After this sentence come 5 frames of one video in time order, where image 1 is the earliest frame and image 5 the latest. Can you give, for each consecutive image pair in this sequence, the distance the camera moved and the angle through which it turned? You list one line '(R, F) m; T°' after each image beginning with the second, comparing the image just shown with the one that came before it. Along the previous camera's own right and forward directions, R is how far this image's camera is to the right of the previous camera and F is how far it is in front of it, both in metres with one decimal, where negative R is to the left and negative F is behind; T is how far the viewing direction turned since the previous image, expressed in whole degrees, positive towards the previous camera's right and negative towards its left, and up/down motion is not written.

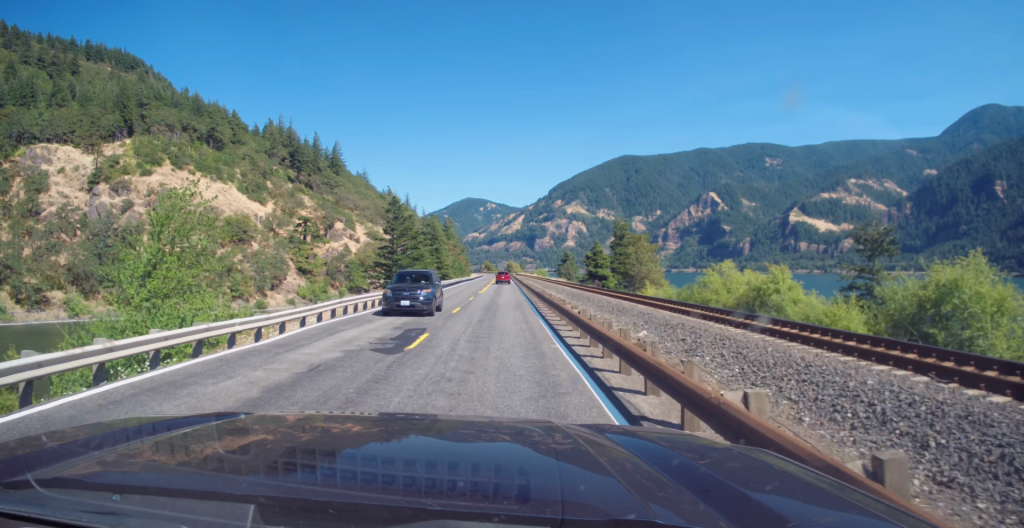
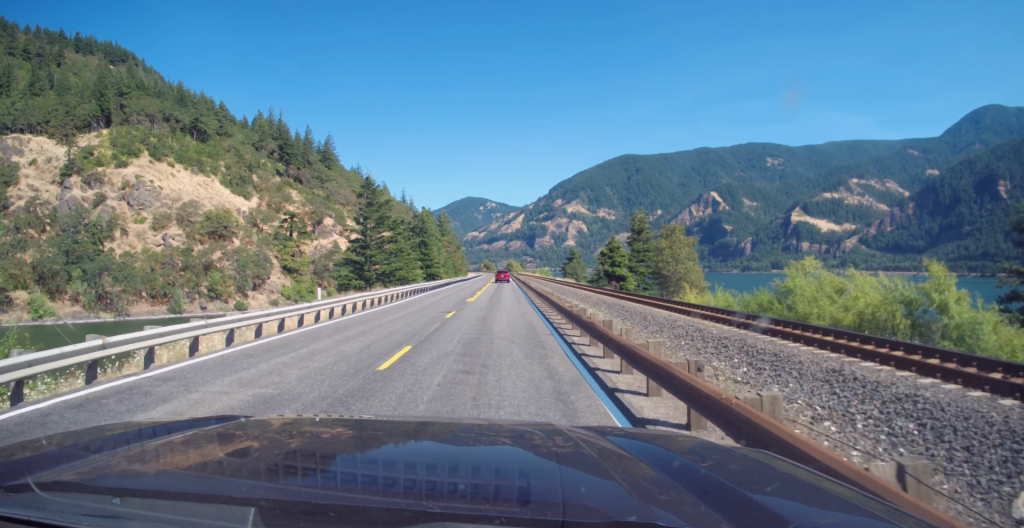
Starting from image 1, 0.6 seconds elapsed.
(-0.1, +15.3) m; 0°
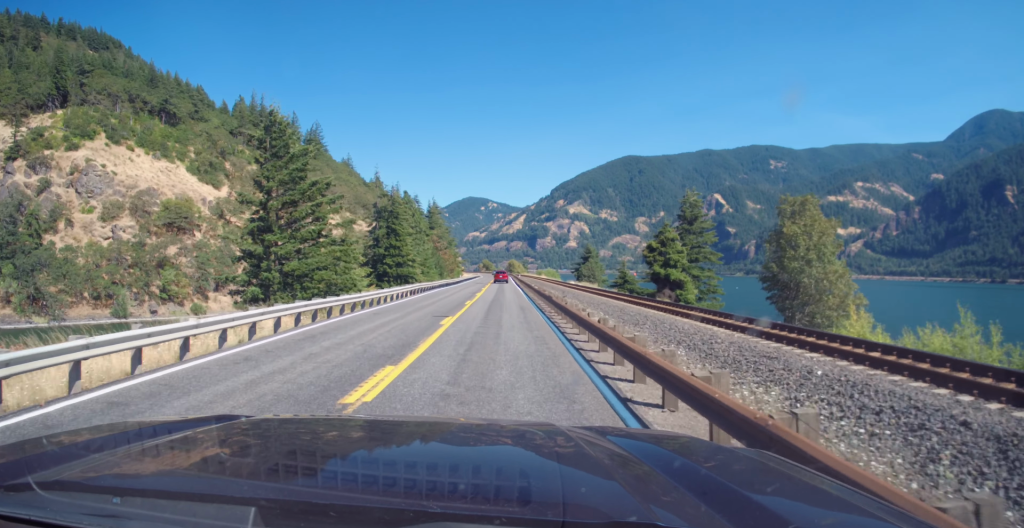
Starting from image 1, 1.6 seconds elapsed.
(-0.1, +26.9) m; 0°
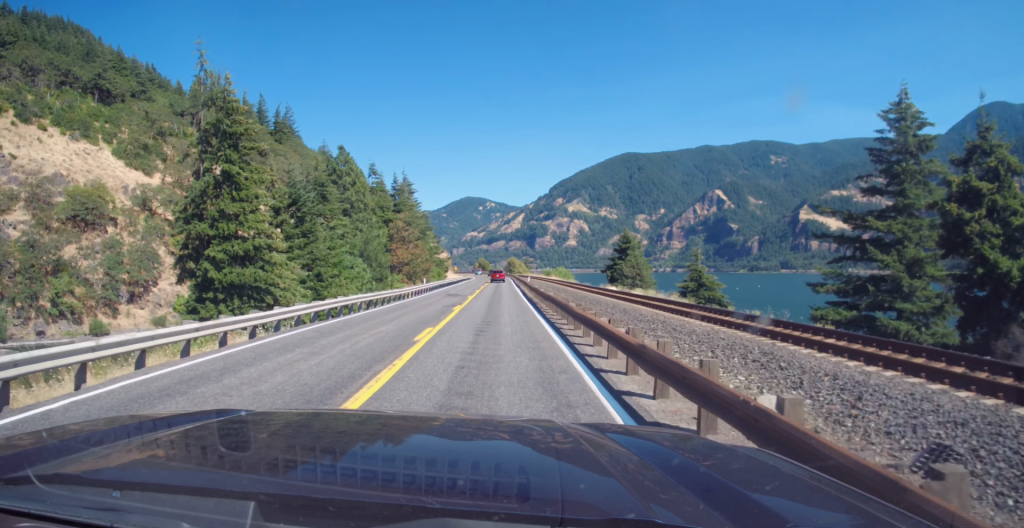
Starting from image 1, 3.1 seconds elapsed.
(+0.6, +41.8) m; +1°
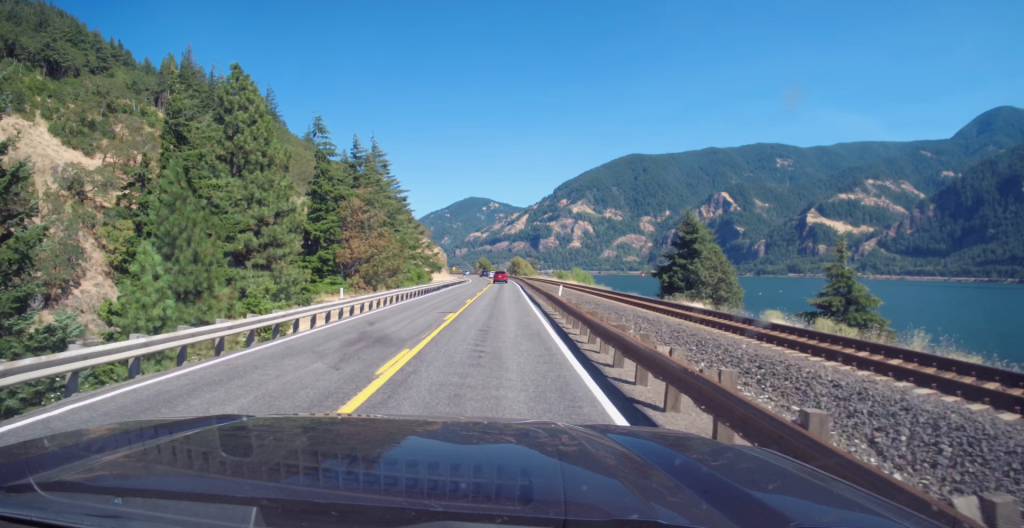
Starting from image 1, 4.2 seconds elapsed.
(-0.3, +28.9) m; -1°
